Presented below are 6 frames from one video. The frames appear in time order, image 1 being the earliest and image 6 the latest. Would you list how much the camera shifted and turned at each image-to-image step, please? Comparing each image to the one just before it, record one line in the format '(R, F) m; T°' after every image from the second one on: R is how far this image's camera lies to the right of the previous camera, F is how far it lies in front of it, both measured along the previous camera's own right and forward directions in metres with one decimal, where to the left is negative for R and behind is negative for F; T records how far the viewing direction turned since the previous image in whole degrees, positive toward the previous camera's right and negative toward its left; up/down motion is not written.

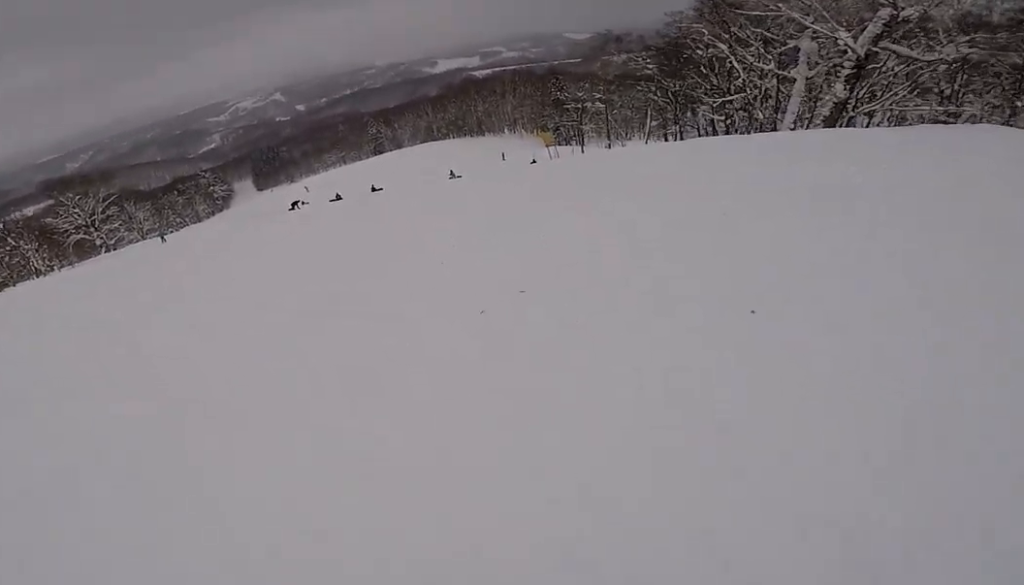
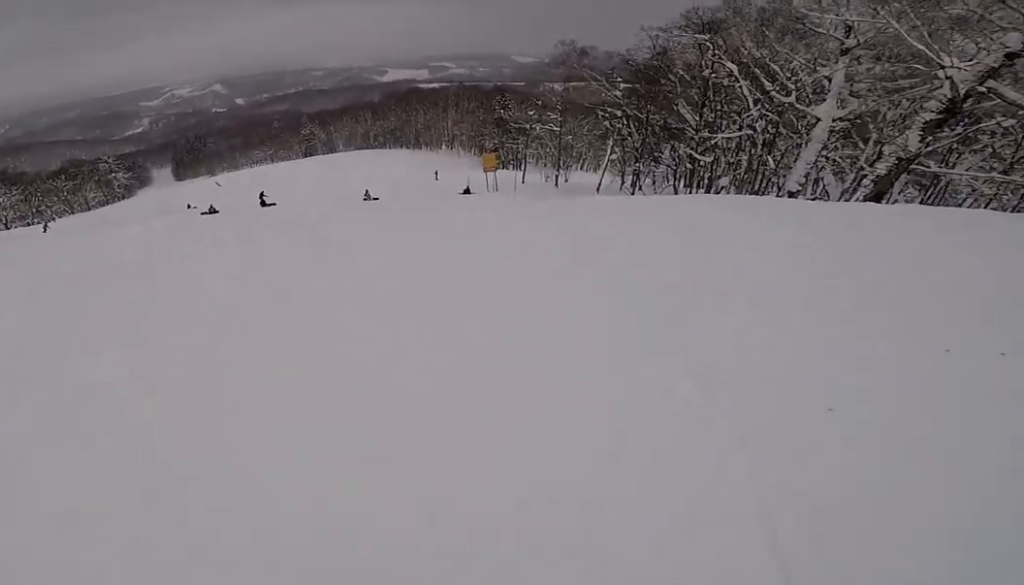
(+1.4, +11.6) m; 0°
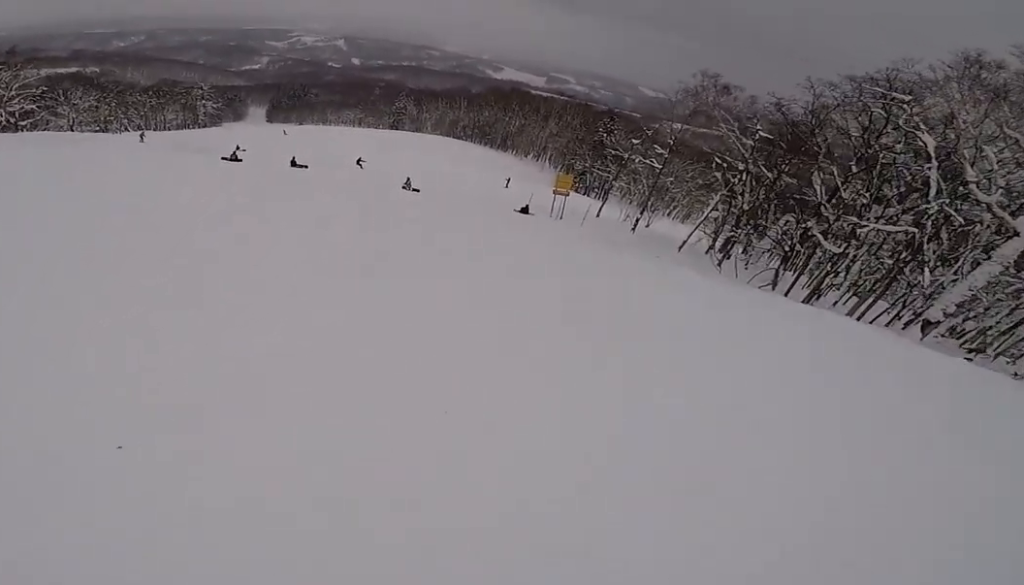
(-0.5, +6.9) m; -7°
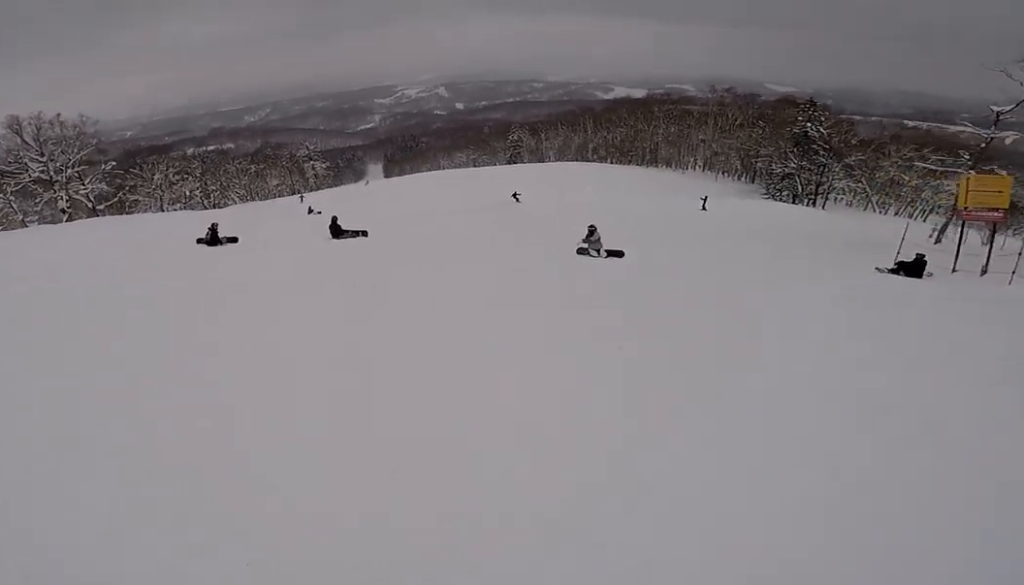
(-3.5, +21.3) m; -11°
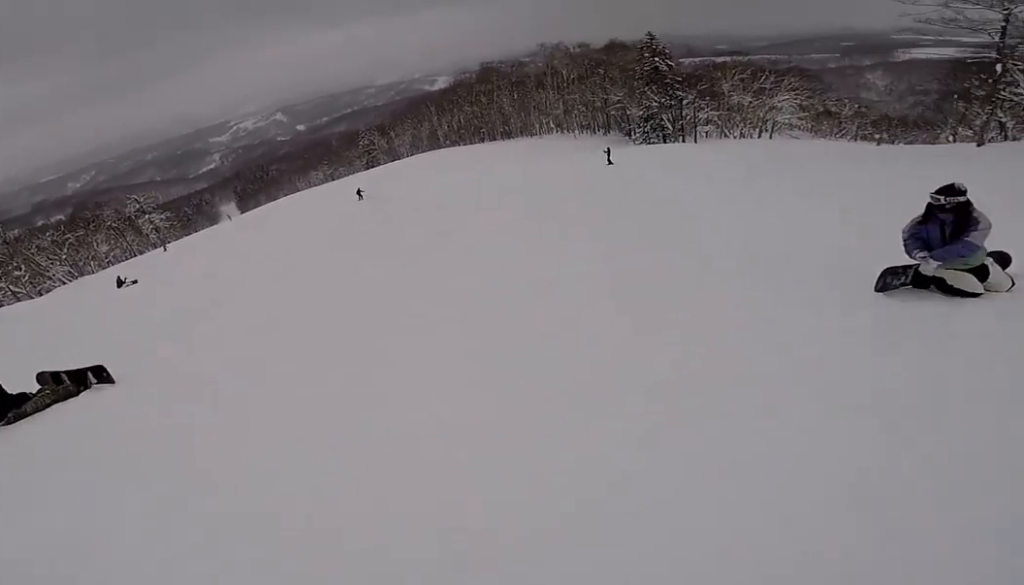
(+0.3, +12.0) m; +6°
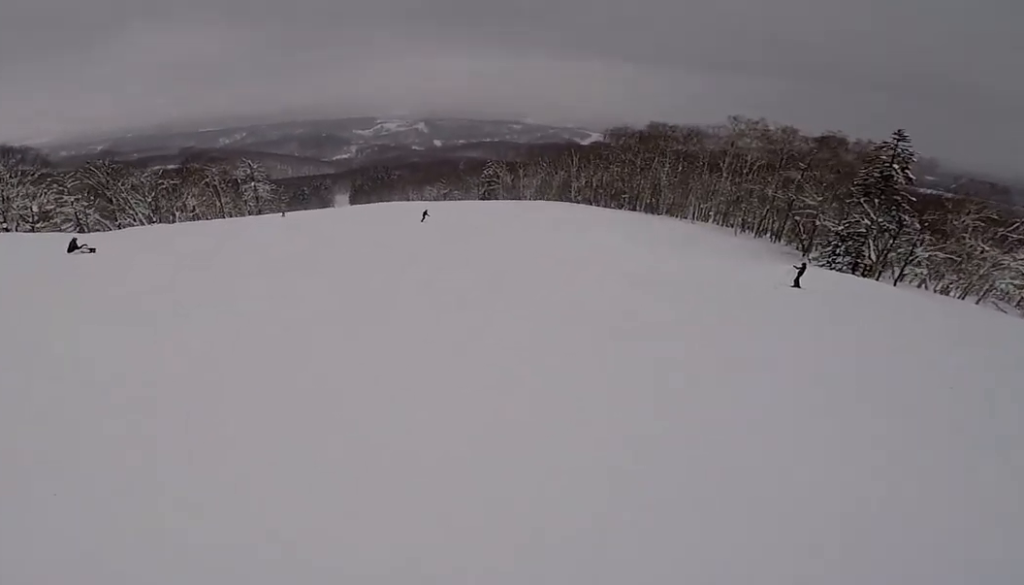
(+0.7, +10.2) m; +1°
